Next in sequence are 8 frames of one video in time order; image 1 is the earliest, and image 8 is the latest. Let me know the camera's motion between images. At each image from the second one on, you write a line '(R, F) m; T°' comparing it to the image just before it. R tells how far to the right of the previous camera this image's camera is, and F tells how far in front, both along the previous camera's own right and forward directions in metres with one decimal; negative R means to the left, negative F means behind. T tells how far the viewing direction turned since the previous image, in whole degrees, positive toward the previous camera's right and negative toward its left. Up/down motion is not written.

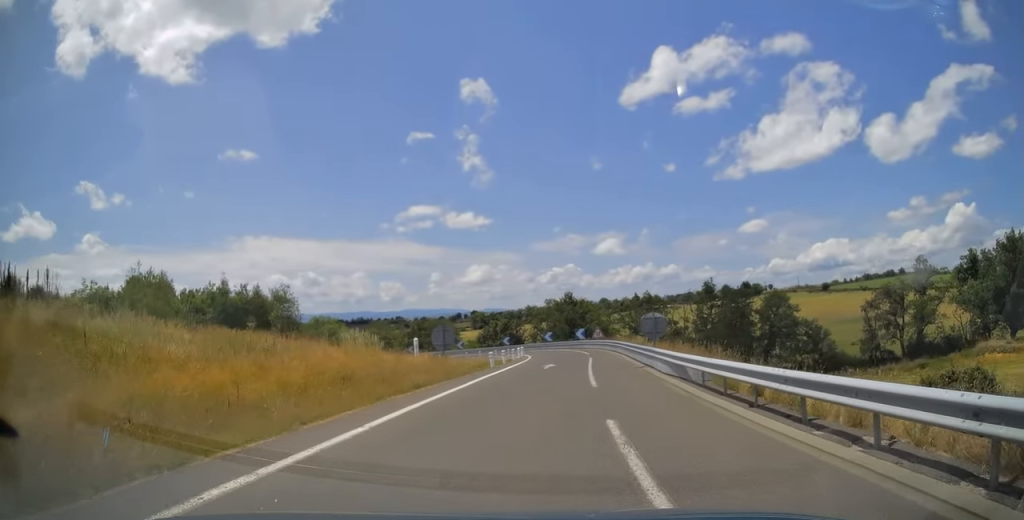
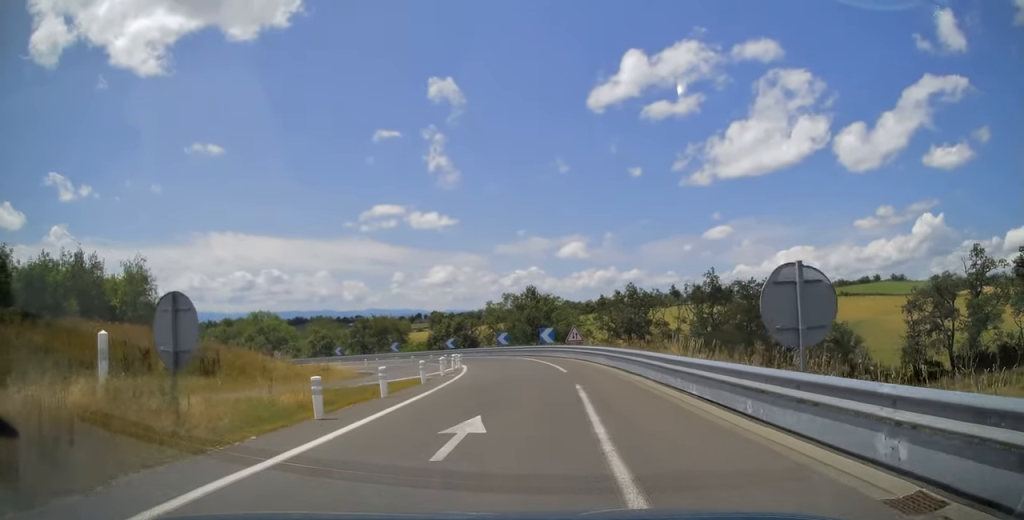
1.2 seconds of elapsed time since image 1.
(+0.9, +19.0) m; +6°
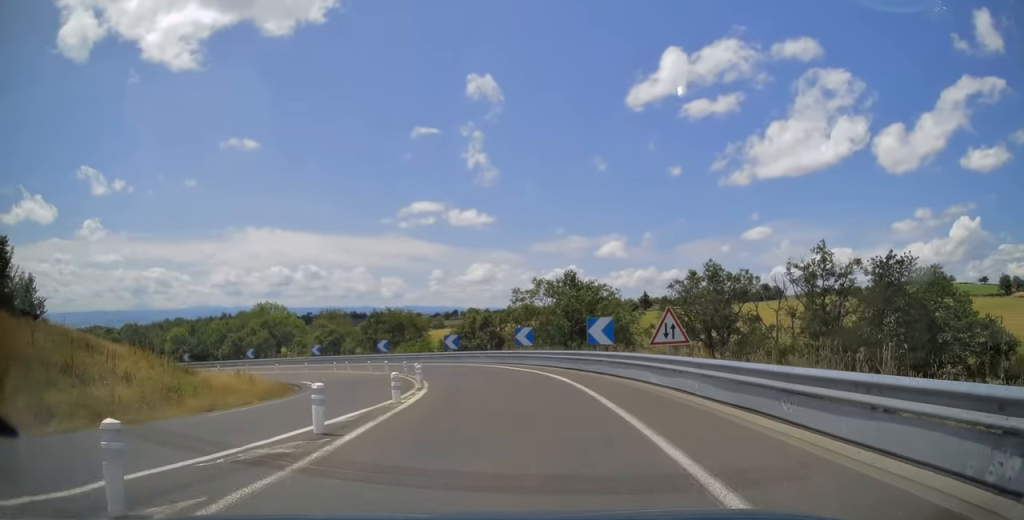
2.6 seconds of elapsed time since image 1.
(+1.0, +20.7) m; +1°
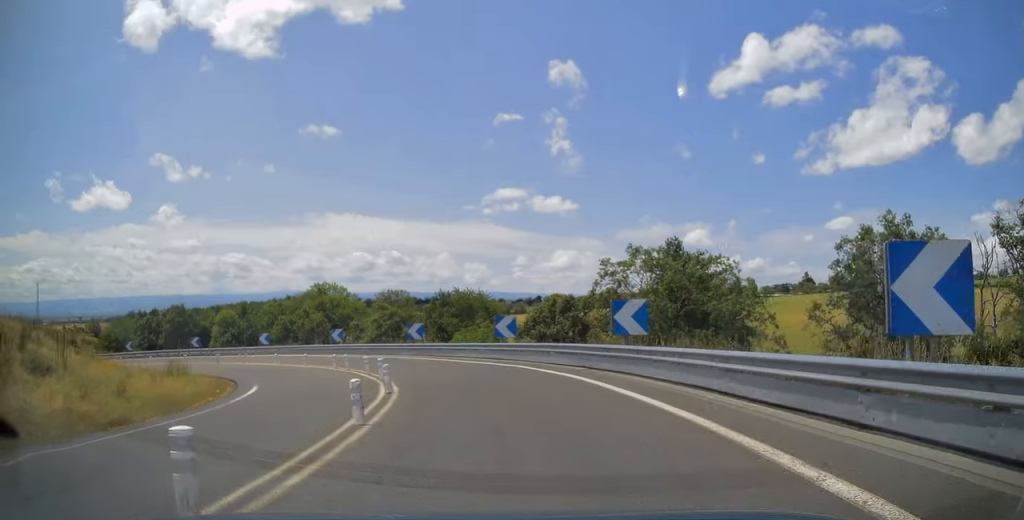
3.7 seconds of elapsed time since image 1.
(-0.8, +17.2) m; -7°
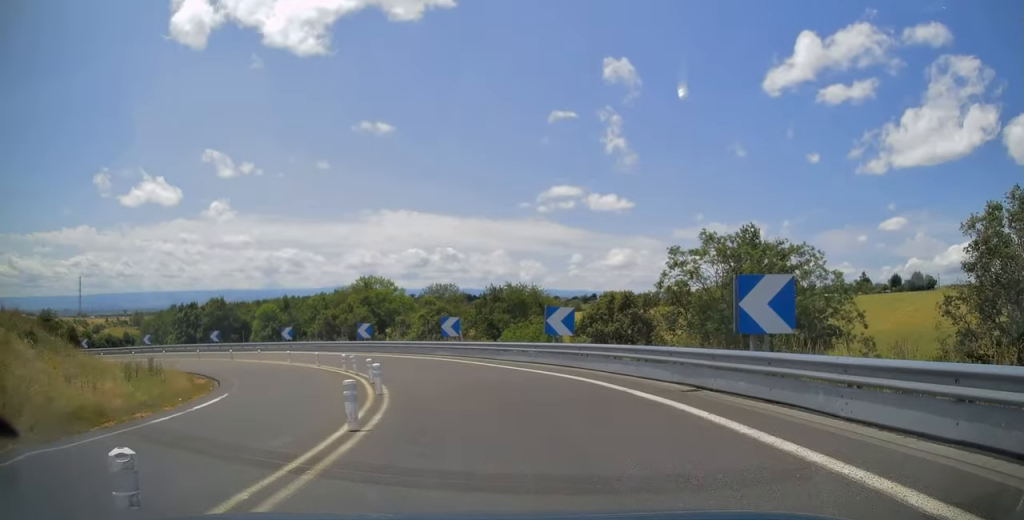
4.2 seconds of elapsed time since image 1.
(0.0, +7.3) m; -4°
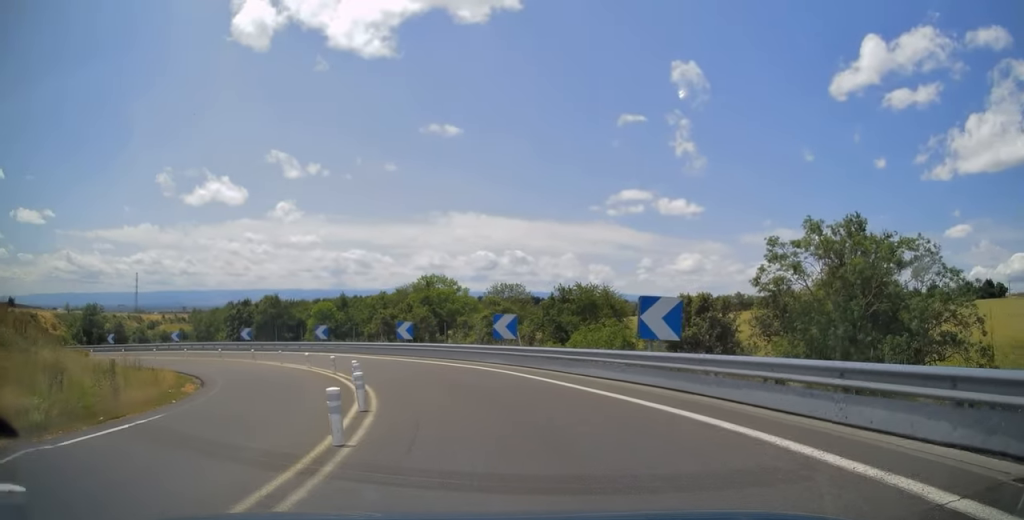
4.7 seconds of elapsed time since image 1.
(-0.5, +7.6) m; -5°
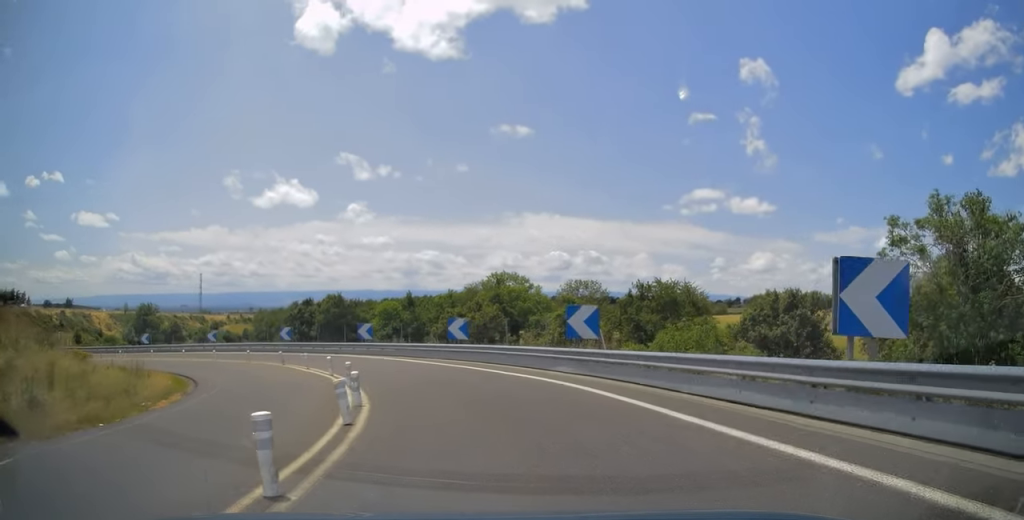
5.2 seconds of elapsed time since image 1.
(-0.3, +7.0) m; -5°
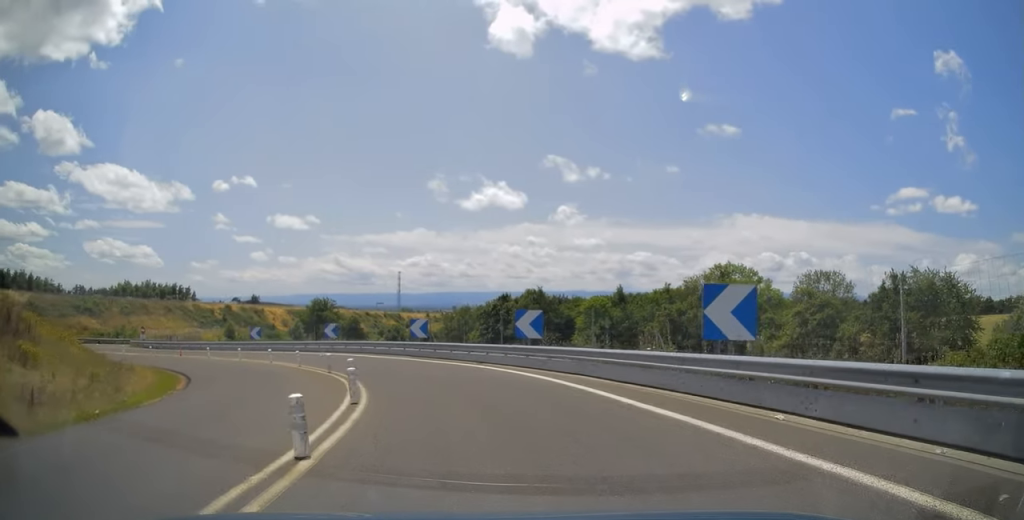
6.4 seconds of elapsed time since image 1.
(-2.1, +18.1) m; -17°
